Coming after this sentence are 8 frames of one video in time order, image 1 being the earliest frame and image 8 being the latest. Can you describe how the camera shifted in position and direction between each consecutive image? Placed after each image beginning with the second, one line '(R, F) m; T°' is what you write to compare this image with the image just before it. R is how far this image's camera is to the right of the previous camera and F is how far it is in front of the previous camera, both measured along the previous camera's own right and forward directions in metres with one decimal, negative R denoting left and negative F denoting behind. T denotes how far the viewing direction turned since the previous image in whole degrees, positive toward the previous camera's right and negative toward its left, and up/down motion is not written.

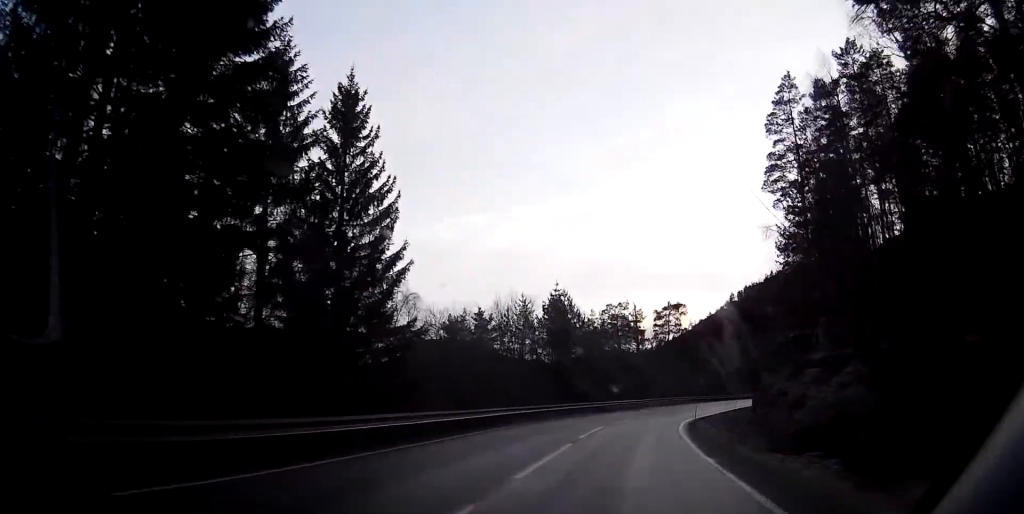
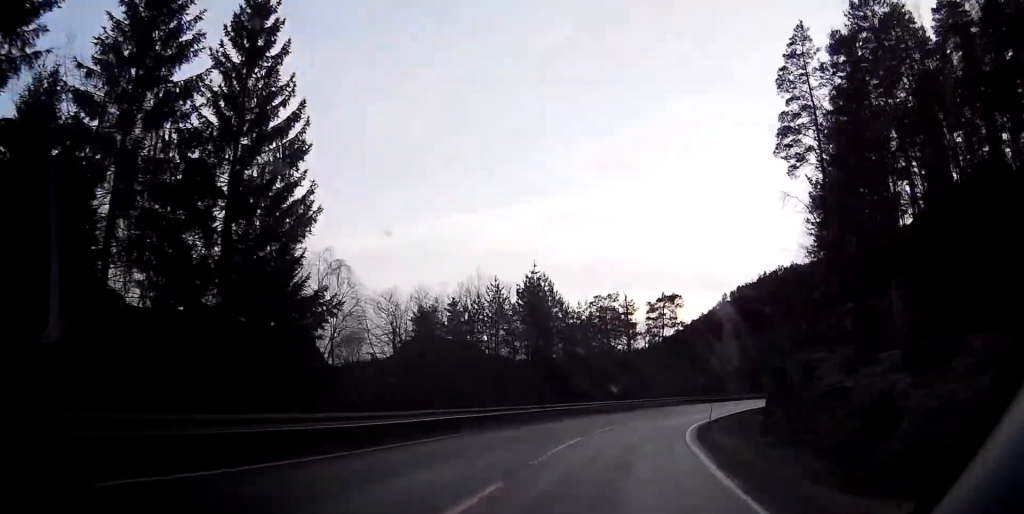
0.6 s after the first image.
(+0.2, +9.3) m; +2°
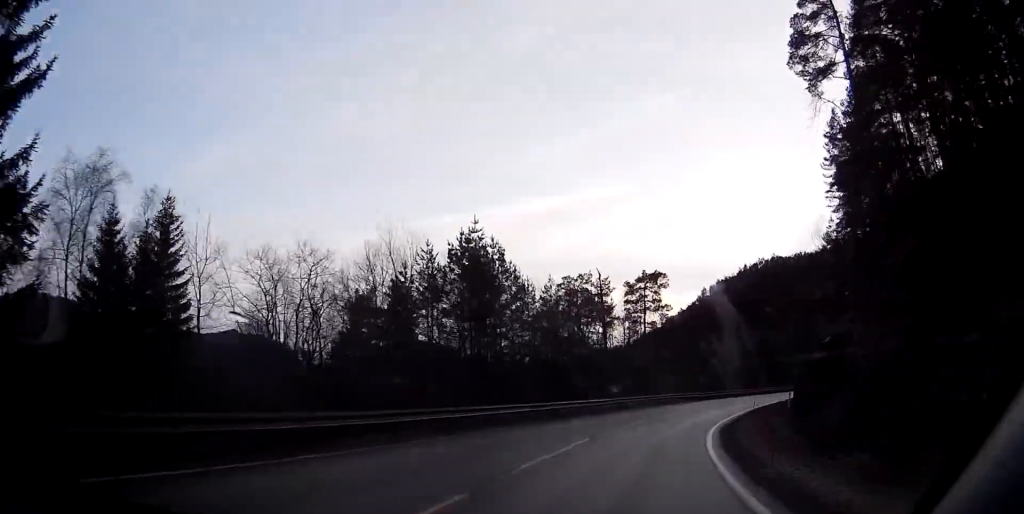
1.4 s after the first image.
(+0.2, +13.9) m; +3°
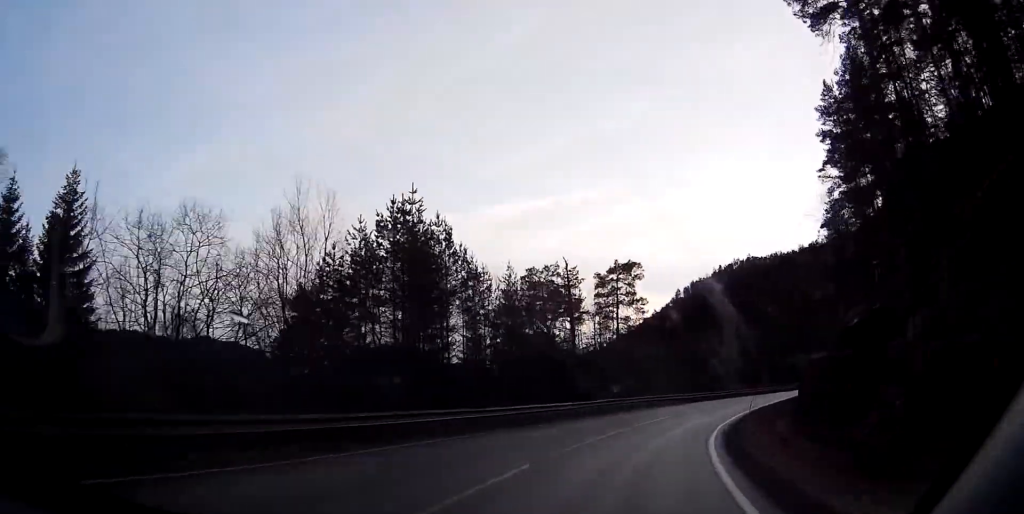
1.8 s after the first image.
(+0.1, +7.3) m; +3°
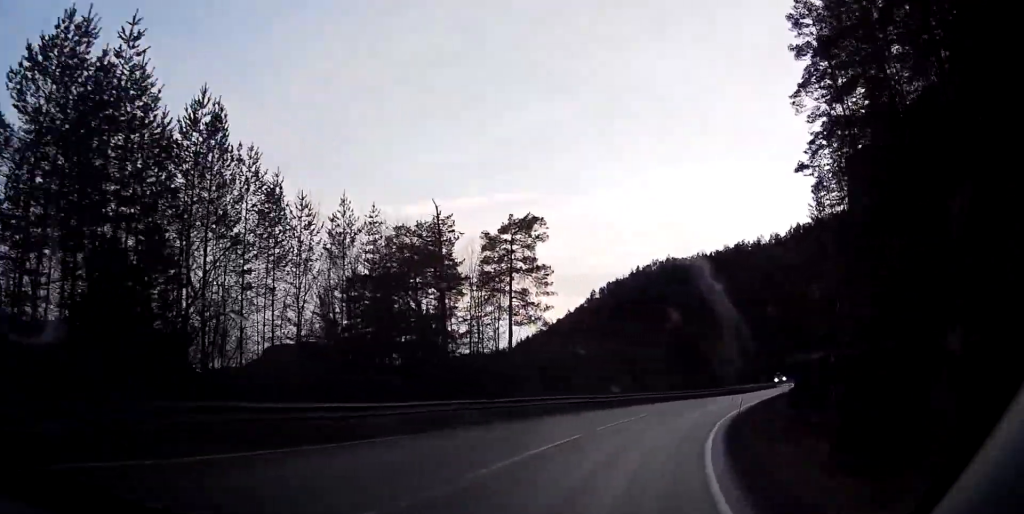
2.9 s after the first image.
(+1.3, +18.1) m; +9°
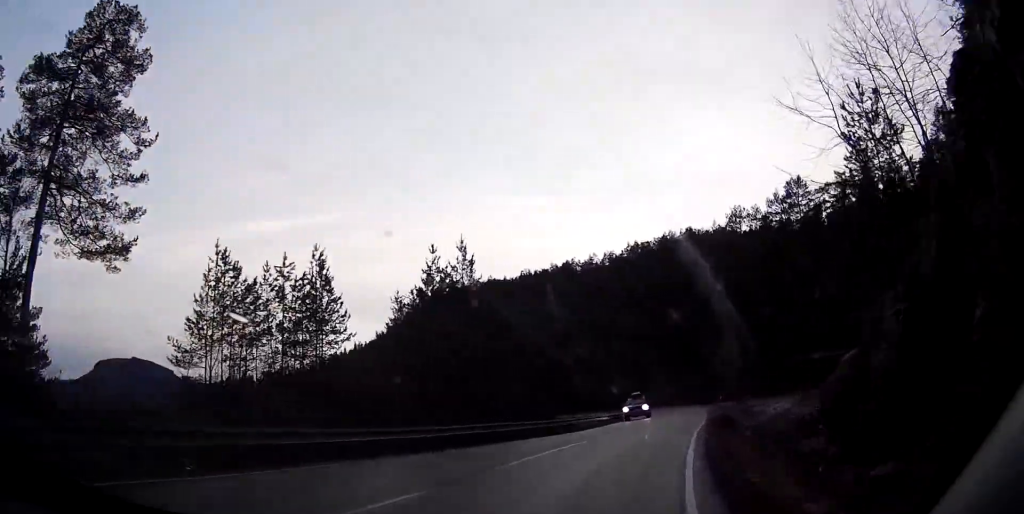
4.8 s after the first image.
(+2.4, +32.5) m; +5°
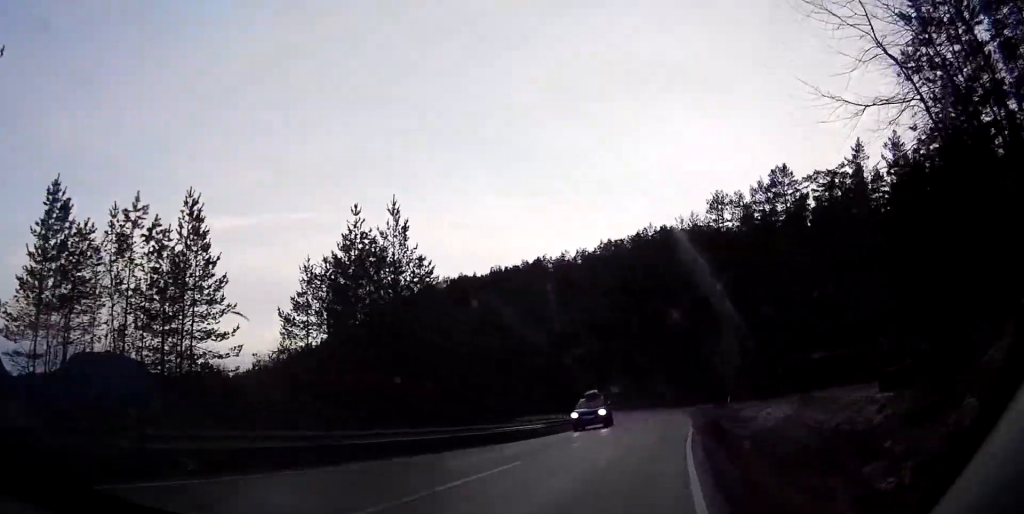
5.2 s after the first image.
(+0.1, +7.2) m; +1°
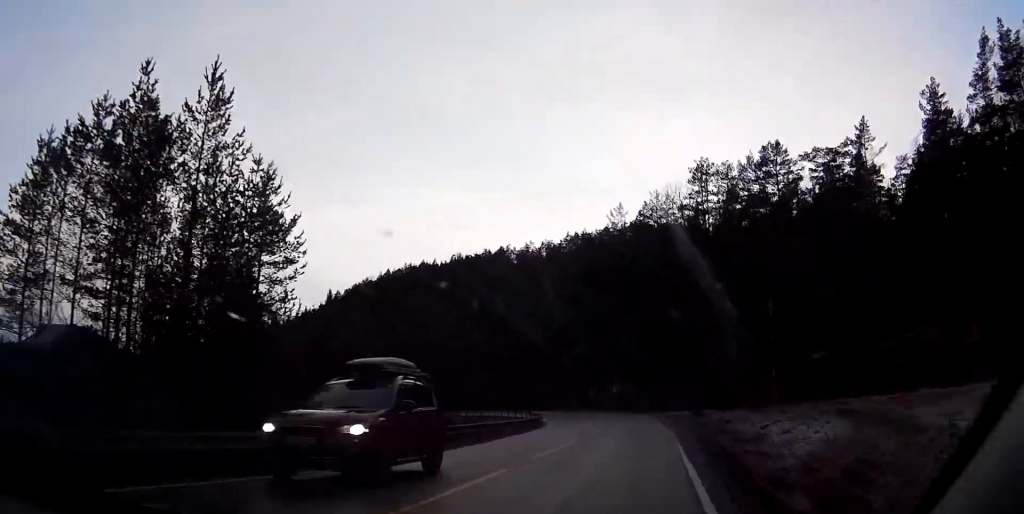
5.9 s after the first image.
(+0.2, +13.1) m; +2°
